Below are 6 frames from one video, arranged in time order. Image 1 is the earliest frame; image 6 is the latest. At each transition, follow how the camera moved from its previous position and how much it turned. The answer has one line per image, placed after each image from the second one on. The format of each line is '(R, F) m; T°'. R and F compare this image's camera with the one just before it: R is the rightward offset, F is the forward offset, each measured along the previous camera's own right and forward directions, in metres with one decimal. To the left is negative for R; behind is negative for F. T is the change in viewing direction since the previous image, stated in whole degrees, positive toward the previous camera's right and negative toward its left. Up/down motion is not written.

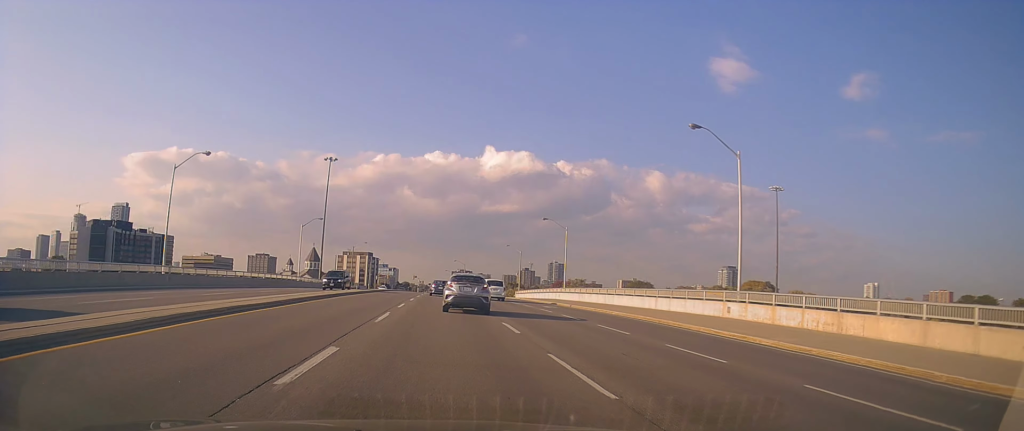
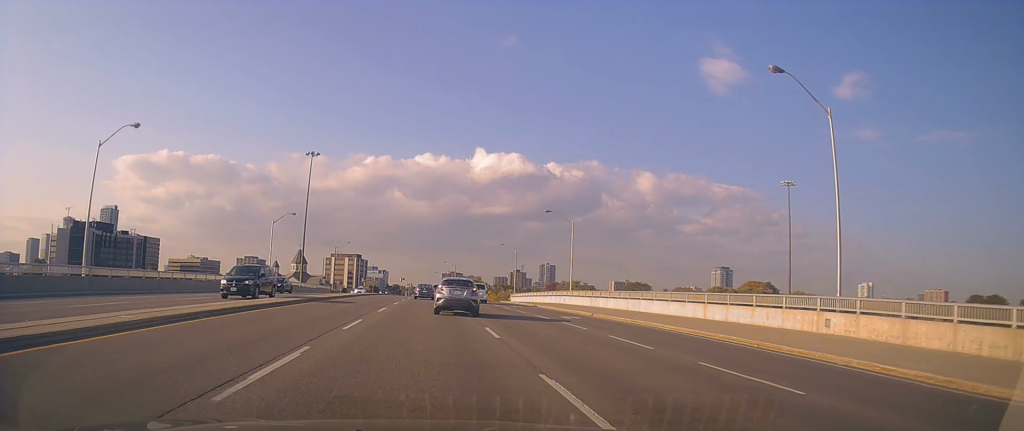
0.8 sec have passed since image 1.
(0.0, +9.9) m; 0°
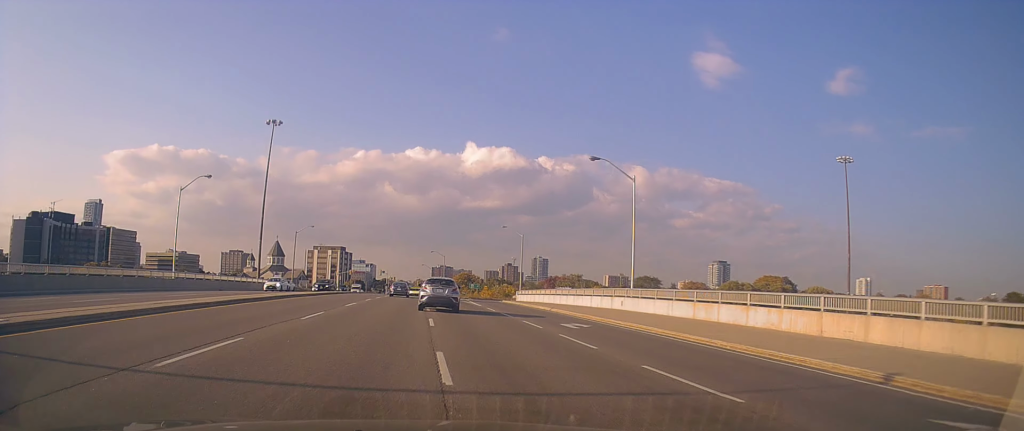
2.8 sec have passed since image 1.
(-0.1, +25.2) m; +1°
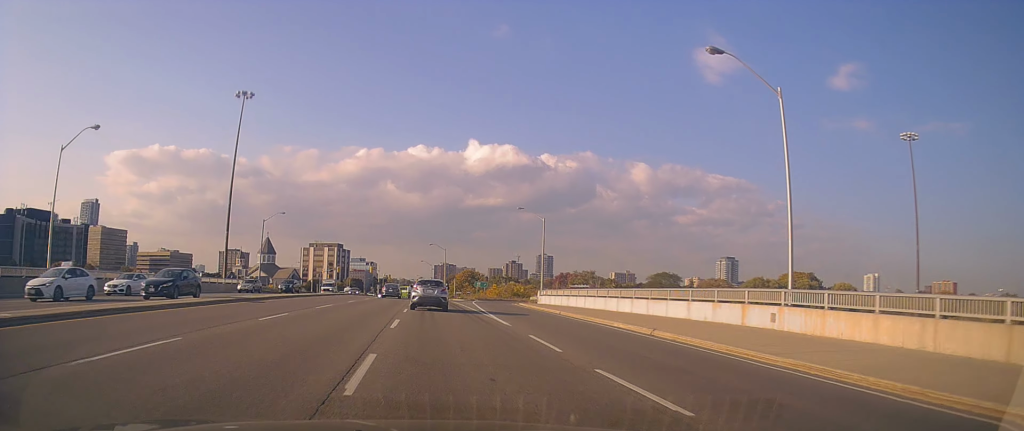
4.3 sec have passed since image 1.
(+0.2, +19.3) m; -2°
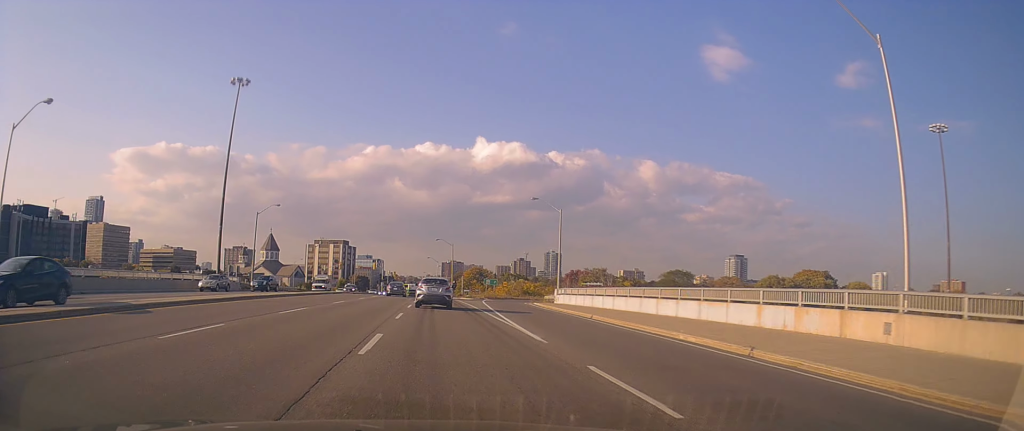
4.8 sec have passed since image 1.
(-0.2, +6.0) m; 0°
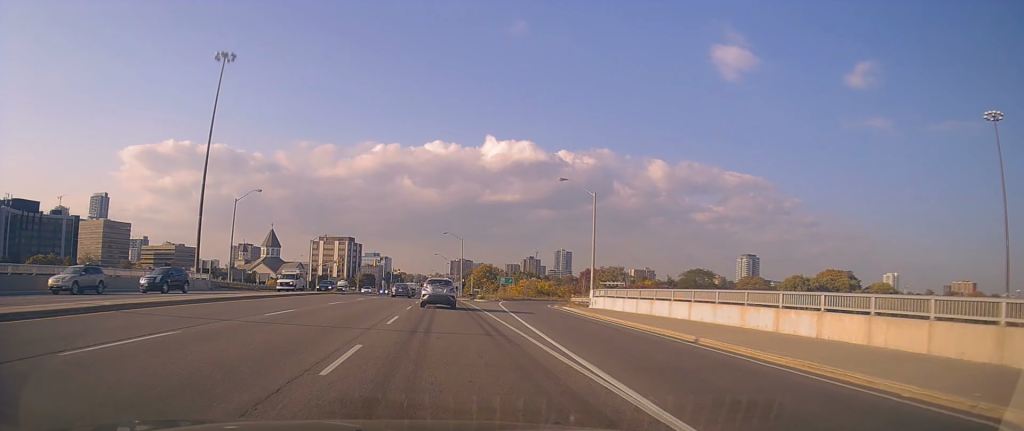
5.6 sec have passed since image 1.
(-0.2, +11.2) m; +1°
